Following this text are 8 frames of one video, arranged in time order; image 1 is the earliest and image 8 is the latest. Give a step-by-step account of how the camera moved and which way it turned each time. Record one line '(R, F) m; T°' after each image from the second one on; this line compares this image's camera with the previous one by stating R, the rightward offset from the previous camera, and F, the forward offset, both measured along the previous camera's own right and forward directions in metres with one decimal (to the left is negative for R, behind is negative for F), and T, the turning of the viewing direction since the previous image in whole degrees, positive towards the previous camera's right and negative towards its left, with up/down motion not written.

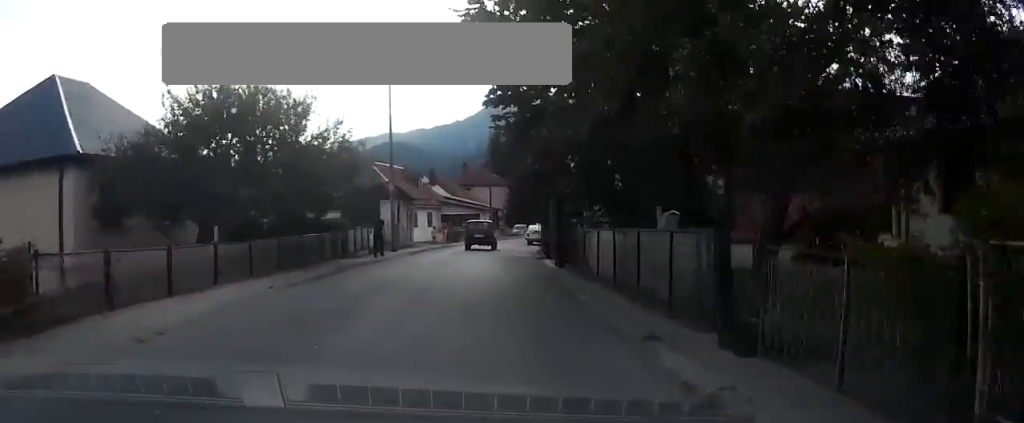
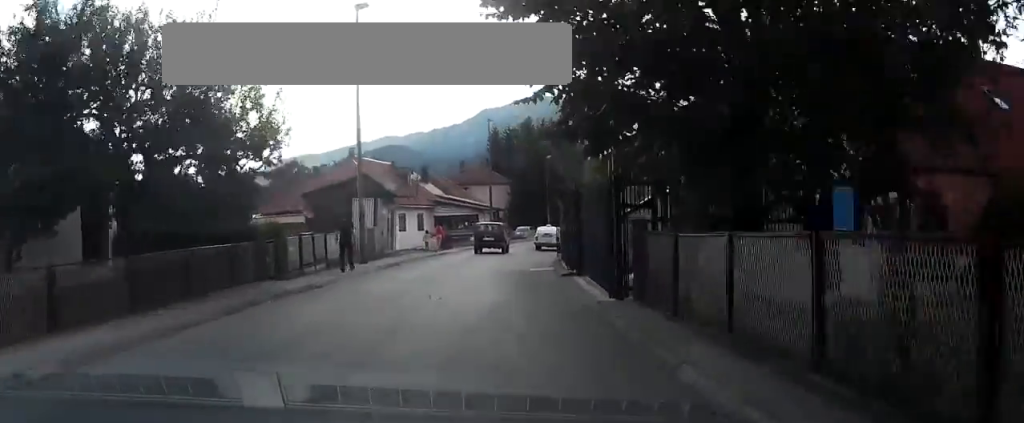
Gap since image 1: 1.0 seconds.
(0.0, +8.8) m; 0°
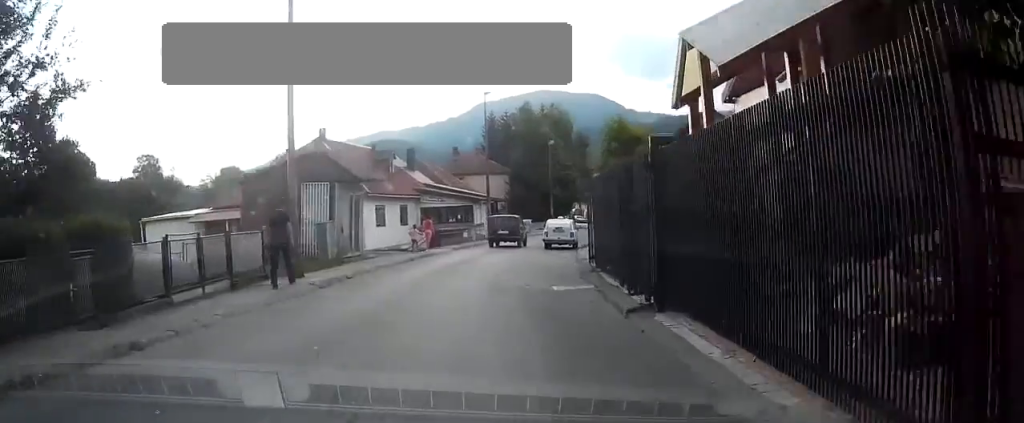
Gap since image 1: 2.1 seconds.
(0.0, +9.2) m; +1°
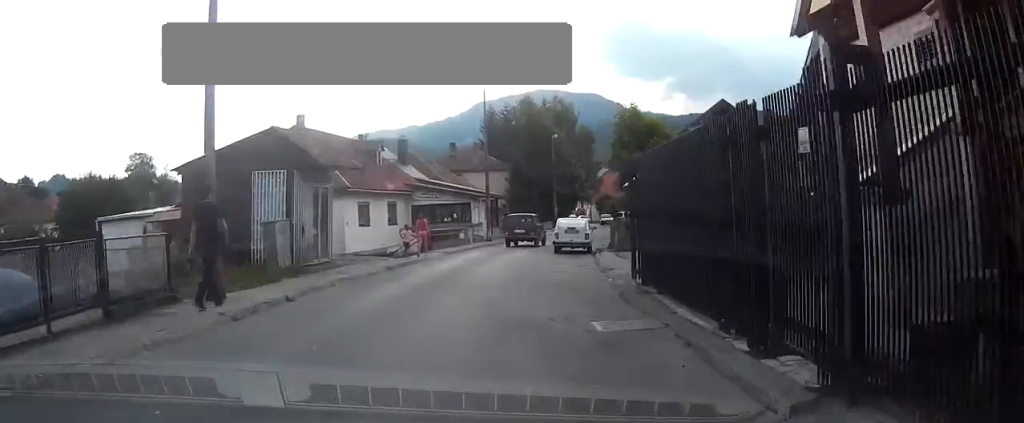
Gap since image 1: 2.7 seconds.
(+0.1, +5.5) m; 0°
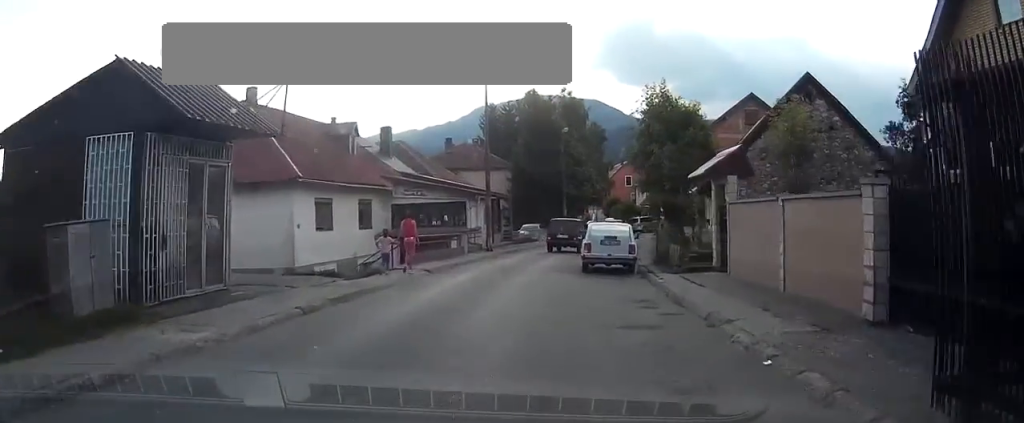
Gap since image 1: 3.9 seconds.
(0.0, +9.1) m; -1°
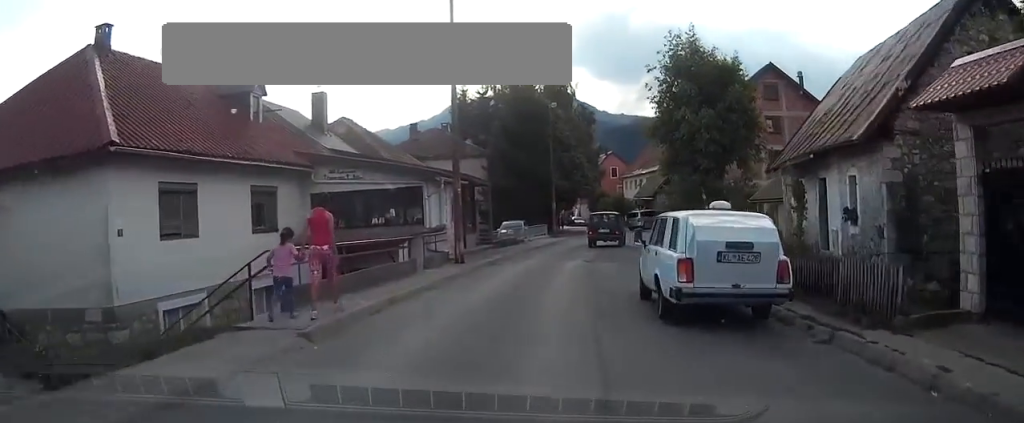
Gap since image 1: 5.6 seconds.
(-0.1, +11.8) m; +1°
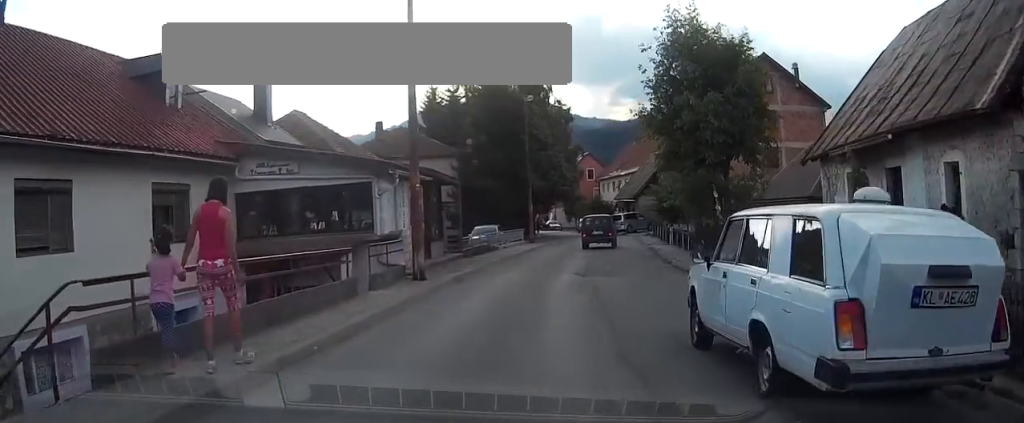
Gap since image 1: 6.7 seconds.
(+0.2, +4.9) m; +2°
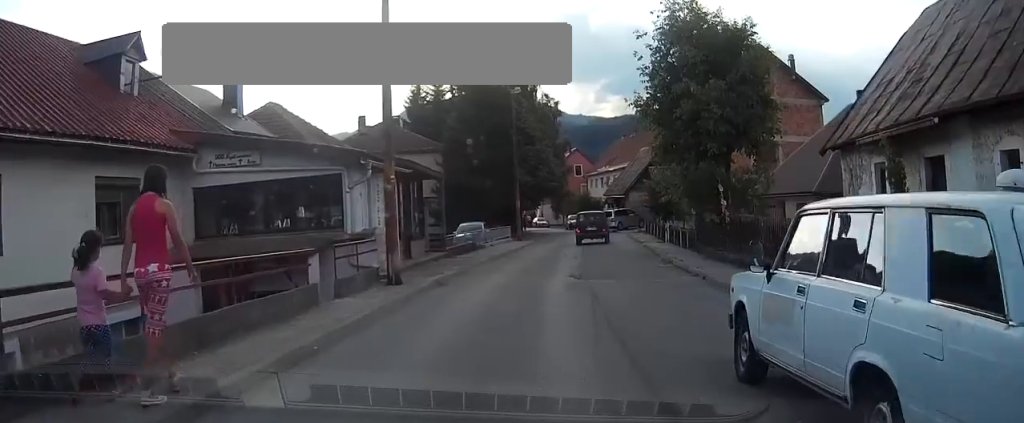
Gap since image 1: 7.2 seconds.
(0.0, +2.0) m; 0°
